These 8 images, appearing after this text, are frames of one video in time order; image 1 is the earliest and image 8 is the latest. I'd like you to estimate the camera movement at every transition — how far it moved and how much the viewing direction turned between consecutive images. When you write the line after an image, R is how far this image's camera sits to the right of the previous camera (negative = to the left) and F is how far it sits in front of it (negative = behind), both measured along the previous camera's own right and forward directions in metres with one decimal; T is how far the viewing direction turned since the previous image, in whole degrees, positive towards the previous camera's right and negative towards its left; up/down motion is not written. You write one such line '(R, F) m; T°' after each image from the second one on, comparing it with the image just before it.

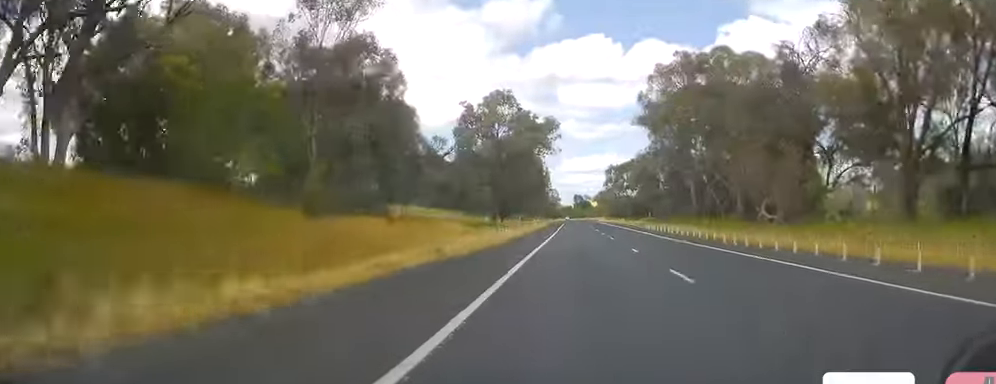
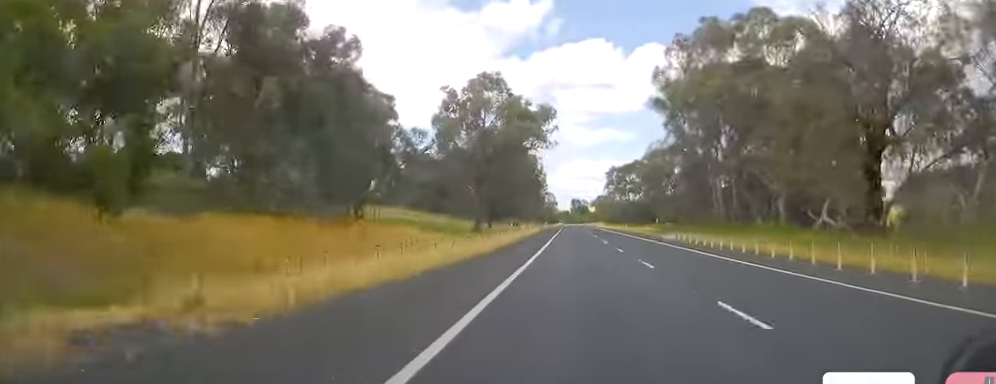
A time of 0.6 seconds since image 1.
(-0.1, +17.1) m; +1°
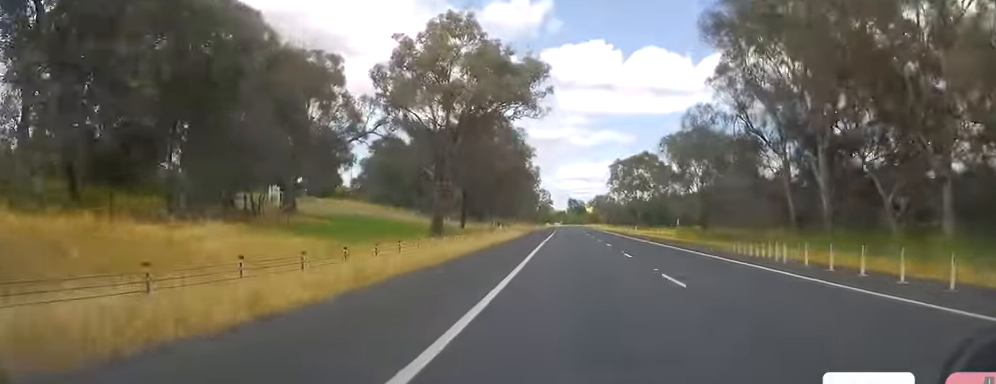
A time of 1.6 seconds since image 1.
(+0.6, +29.7) m; +1°
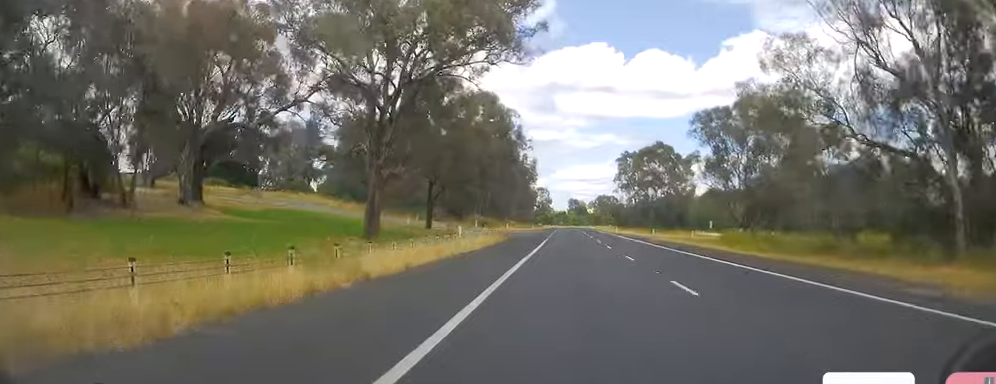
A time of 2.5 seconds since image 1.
(0.0, +24.9) m; 0°
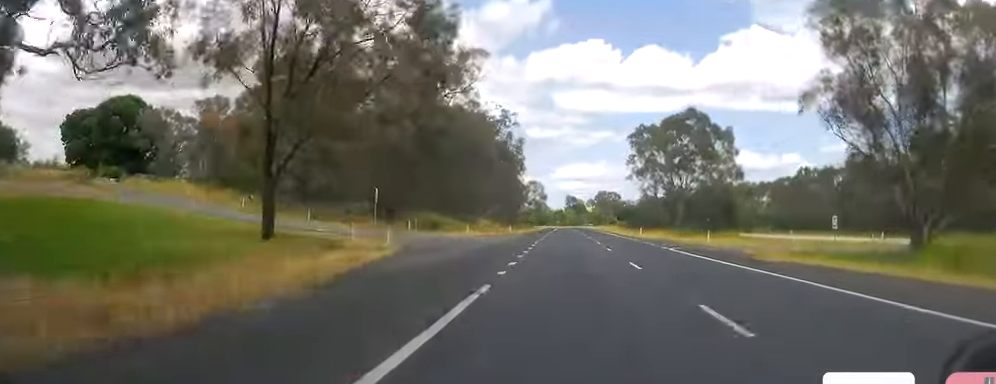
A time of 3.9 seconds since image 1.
(0.0, +40.5) m; 0°
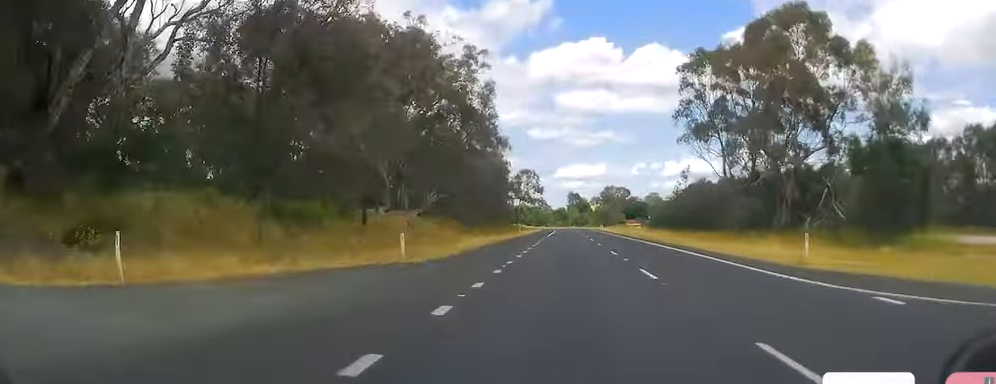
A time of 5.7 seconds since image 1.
(0.0, +51.2) m; 0°
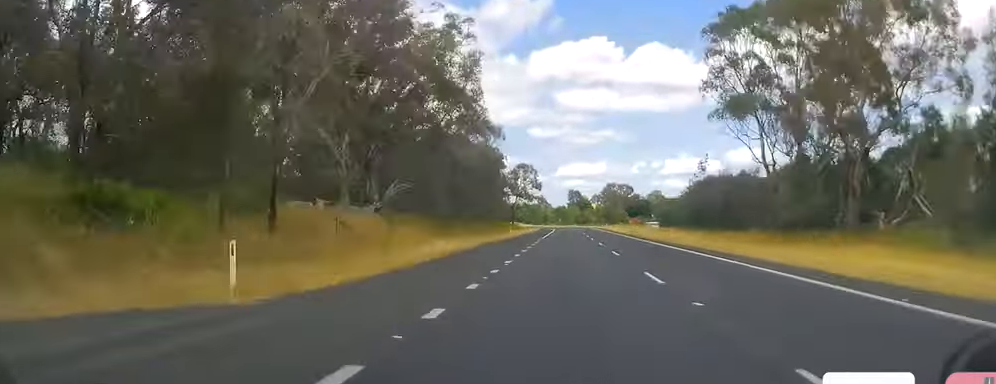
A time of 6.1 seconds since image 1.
(0.0, +13.5) m; 0°
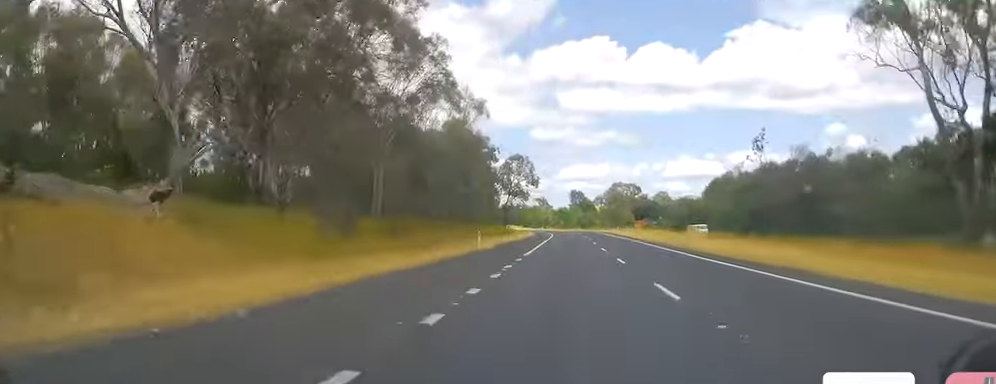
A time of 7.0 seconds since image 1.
(0.0, +26.0) m; 0°
